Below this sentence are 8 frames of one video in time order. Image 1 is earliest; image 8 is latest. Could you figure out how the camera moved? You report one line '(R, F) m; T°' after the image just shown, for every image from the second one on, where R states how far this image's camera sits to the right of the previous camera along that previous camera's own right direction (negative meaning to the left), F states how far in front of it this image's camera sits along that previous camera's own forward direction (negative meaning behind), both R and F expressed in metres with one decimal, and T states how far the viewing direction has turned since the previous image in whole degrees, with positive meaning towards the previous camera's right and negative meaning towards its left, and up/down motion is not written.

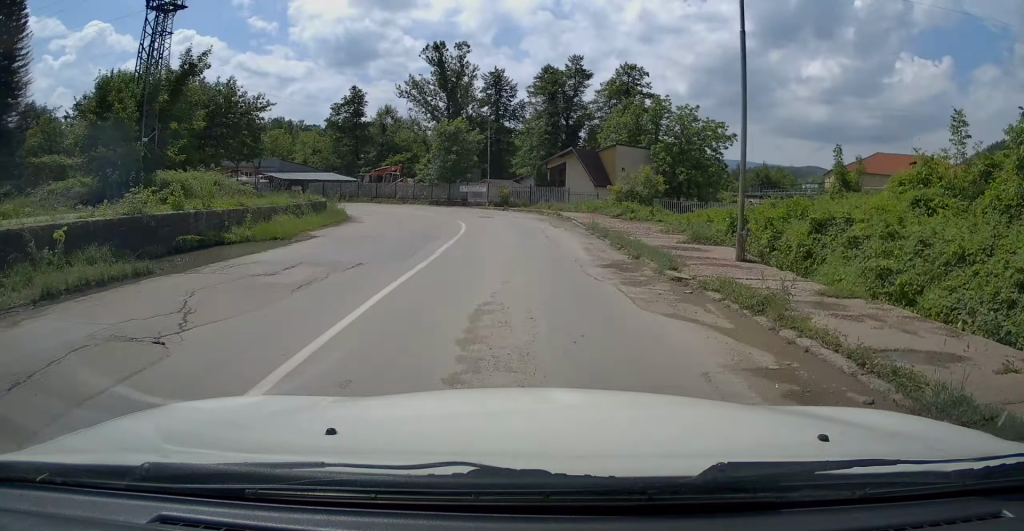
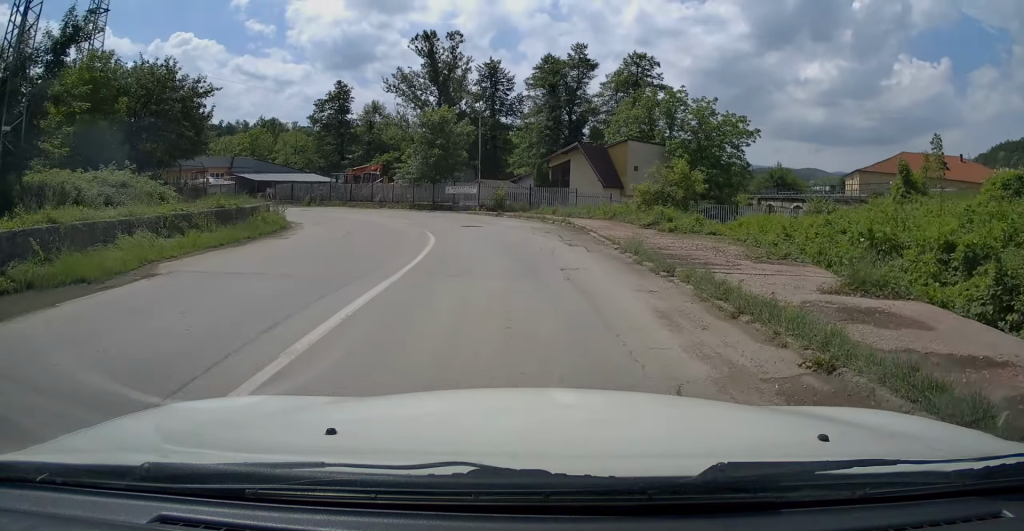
(0.0, +8.7) m; 0°
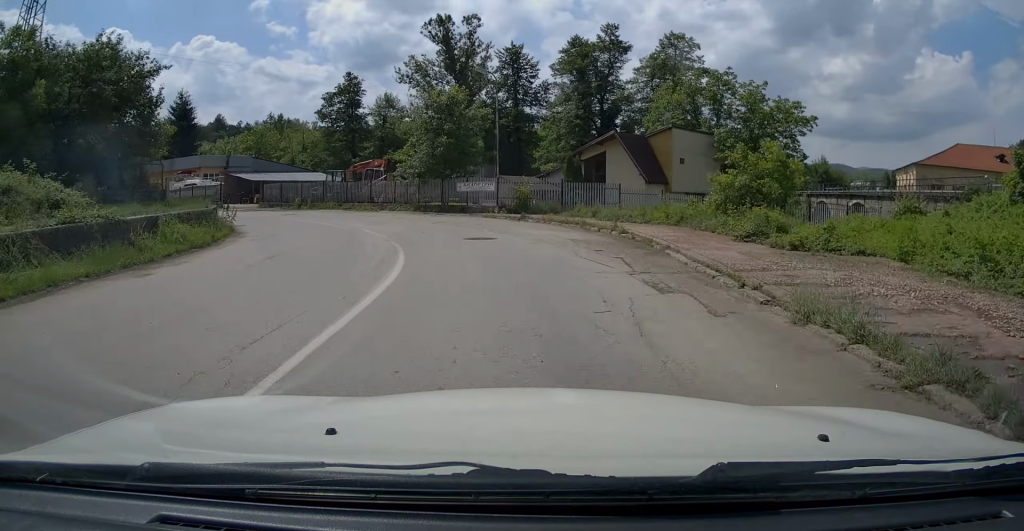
(0.0, +8.6) m; -1°
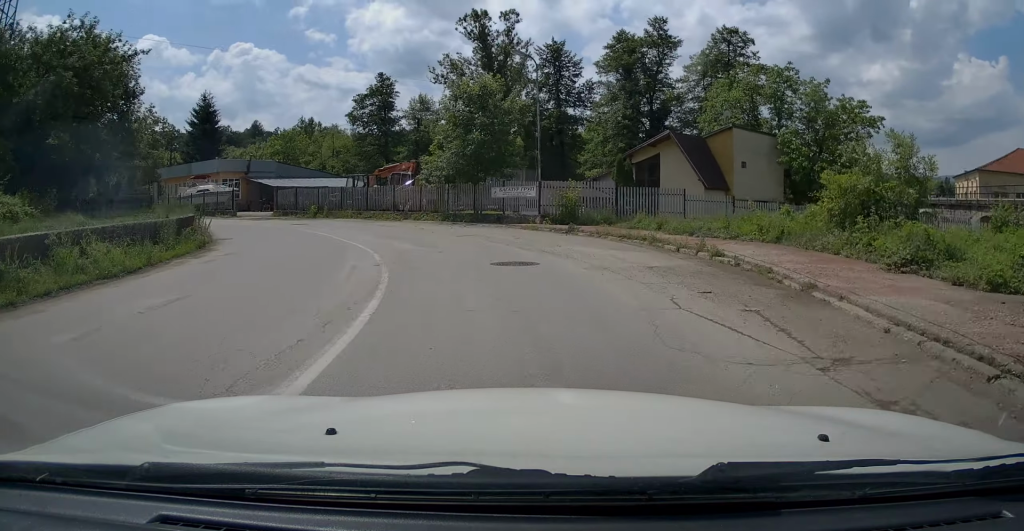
(+0.1, +5.8) m; -1°
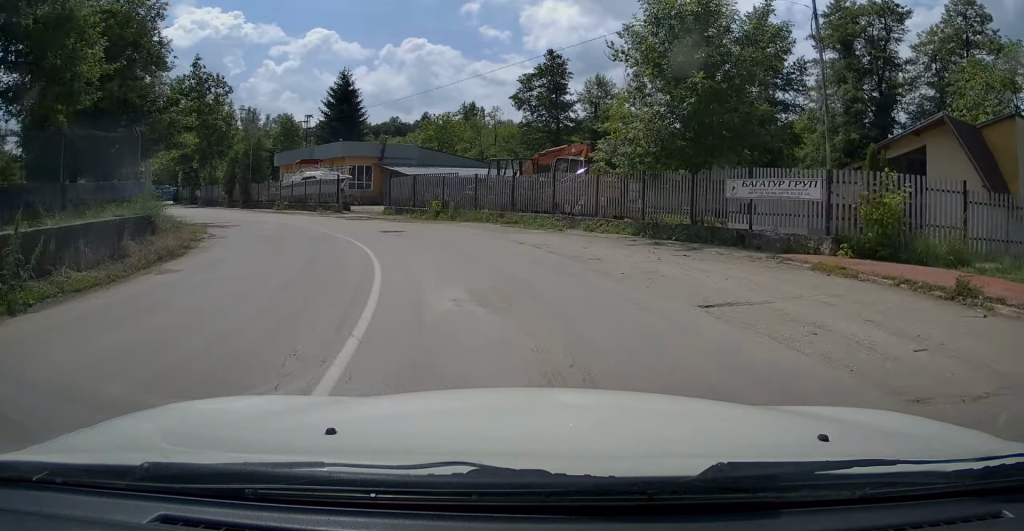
(-0.6, +13.9) m; -7°
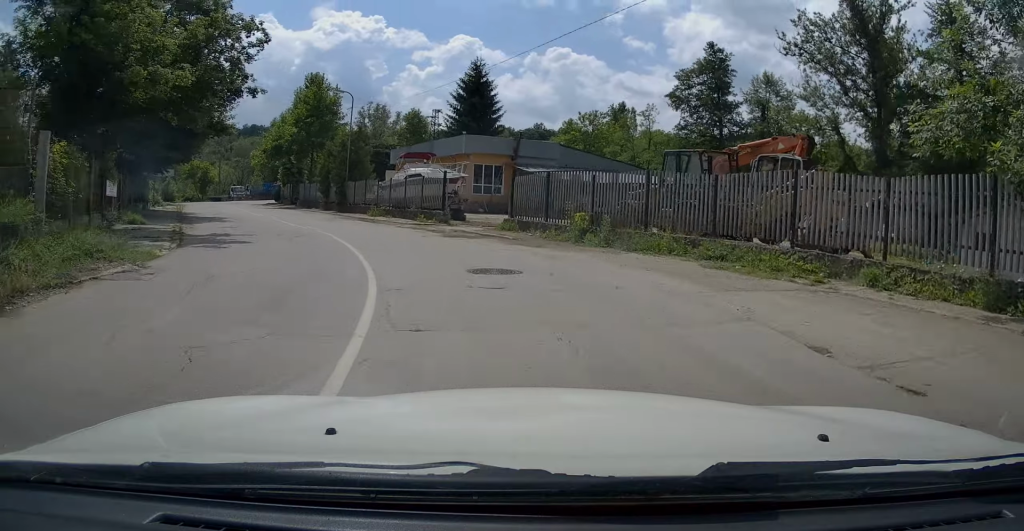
(-0.6, +9.8) m; -11°
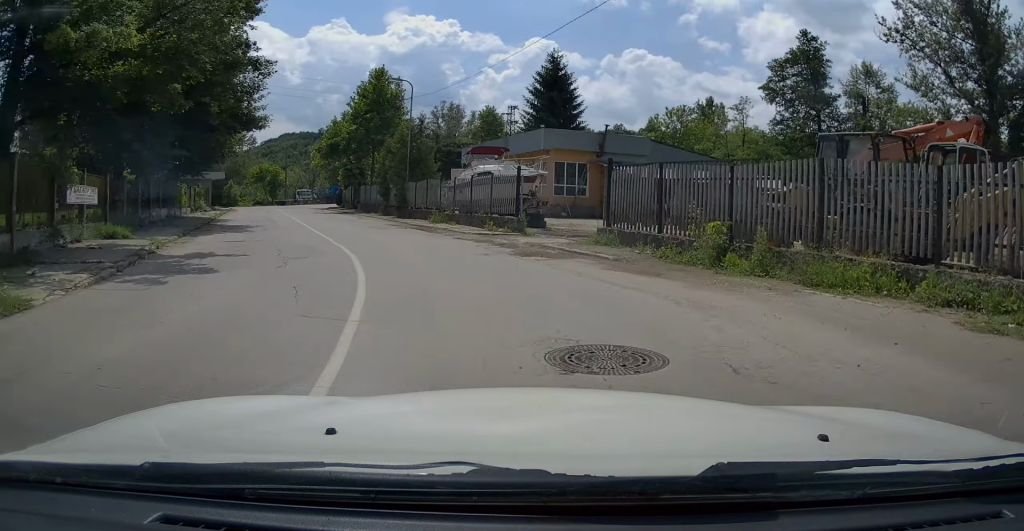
(-0.7, +5.3) m; -7°
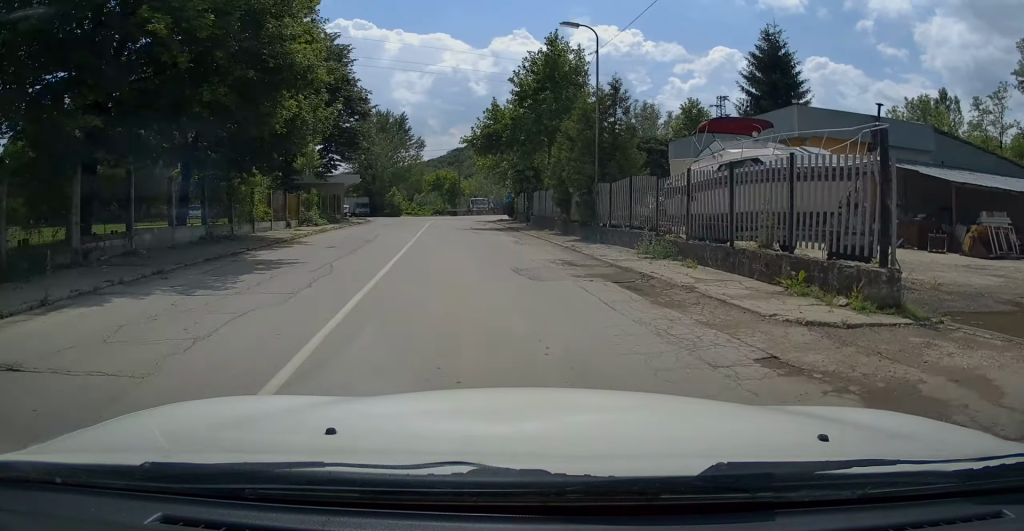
(-1.7, +12.7) m; -17°
